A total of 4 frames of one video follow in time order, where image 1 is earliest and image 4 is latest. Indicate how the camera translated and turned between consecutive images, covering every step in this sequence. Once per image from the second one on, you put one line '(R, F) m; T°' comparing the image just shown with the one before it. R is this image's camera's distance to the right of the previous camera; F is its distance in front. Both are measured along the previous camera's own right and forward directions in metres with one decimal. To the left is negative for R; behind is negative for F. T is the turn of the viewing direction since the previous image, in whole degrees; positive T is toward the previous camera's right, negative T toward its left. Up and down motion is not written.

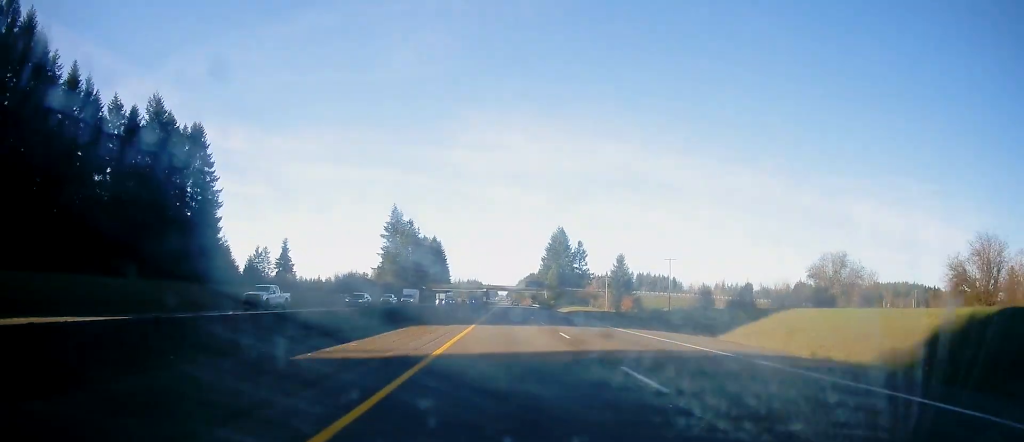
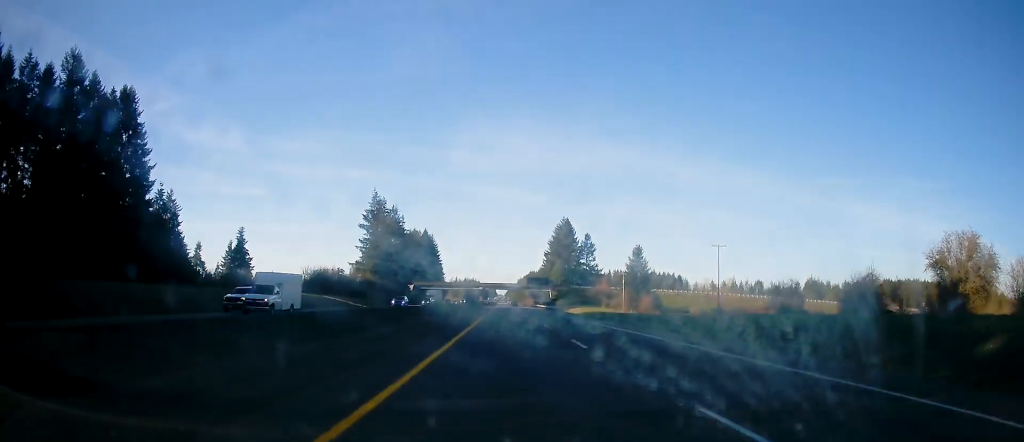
(0.0, +28.9) m; 0°
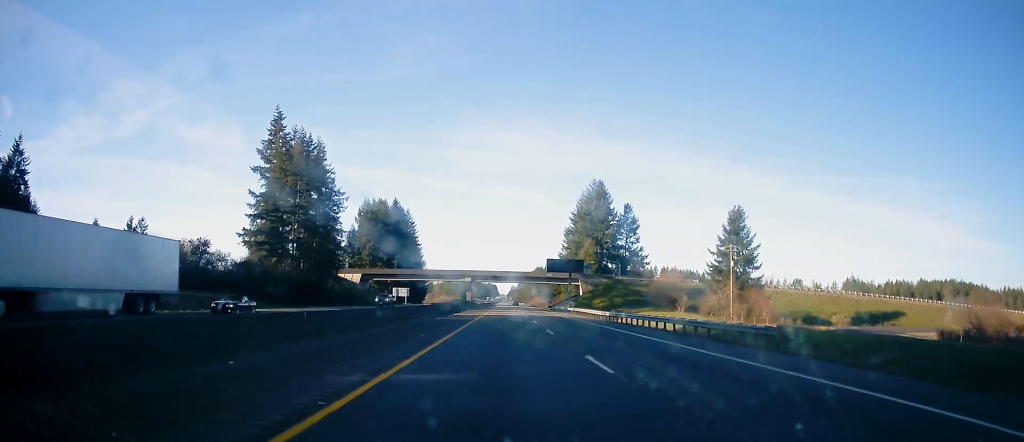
(0.0, +79.2) m; 0°
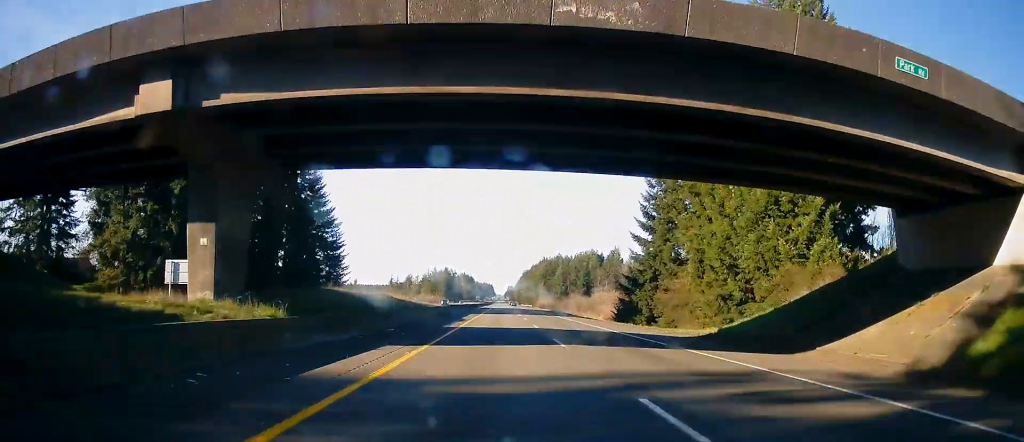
(+0.2, +116.3) m; +1°
